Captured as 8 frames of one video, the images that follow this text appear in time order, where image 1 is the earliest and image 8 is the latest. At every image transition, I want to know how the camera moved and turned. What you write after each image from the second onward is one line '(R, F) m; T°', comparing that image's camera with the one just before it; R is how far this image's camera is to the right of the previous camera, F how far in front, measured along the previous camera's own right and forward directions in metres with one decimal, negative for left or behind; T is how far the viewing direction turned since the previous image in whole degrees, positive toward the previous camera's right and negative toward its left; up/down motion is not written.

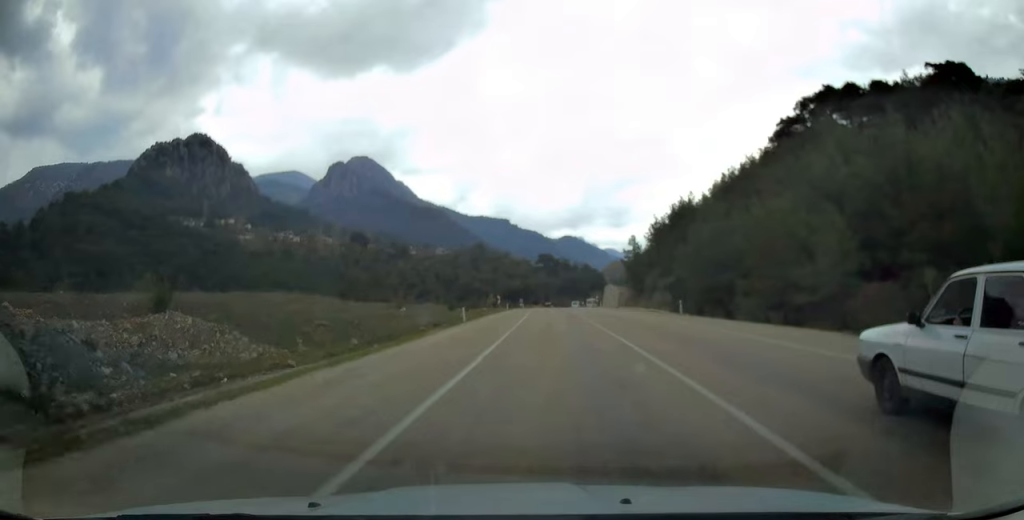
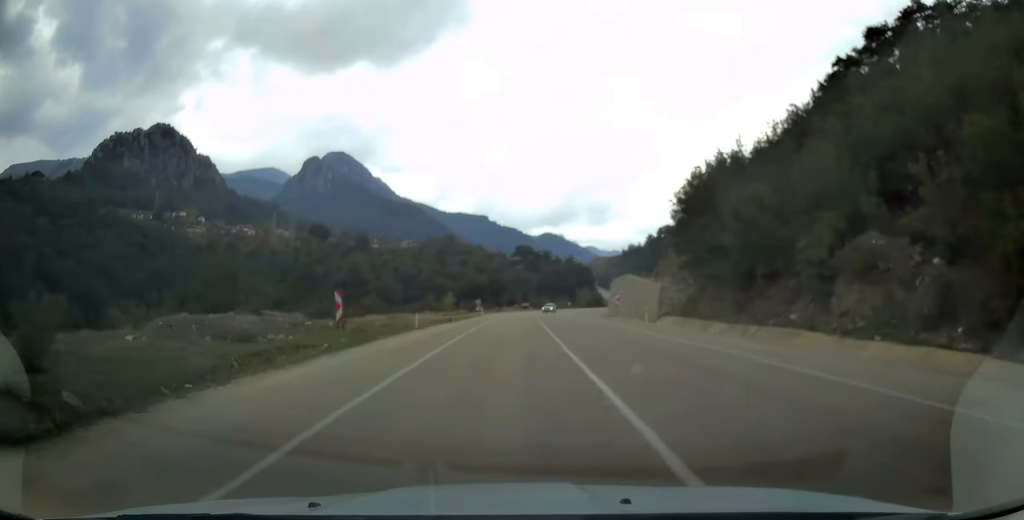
(+1.1, +49.6) m; +2°
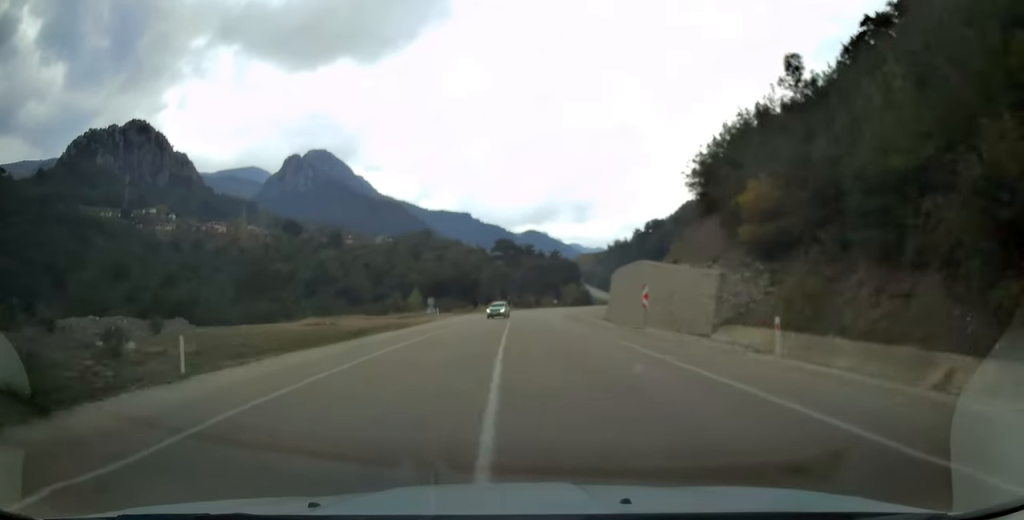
(+0.1, +21.7) m; +1°
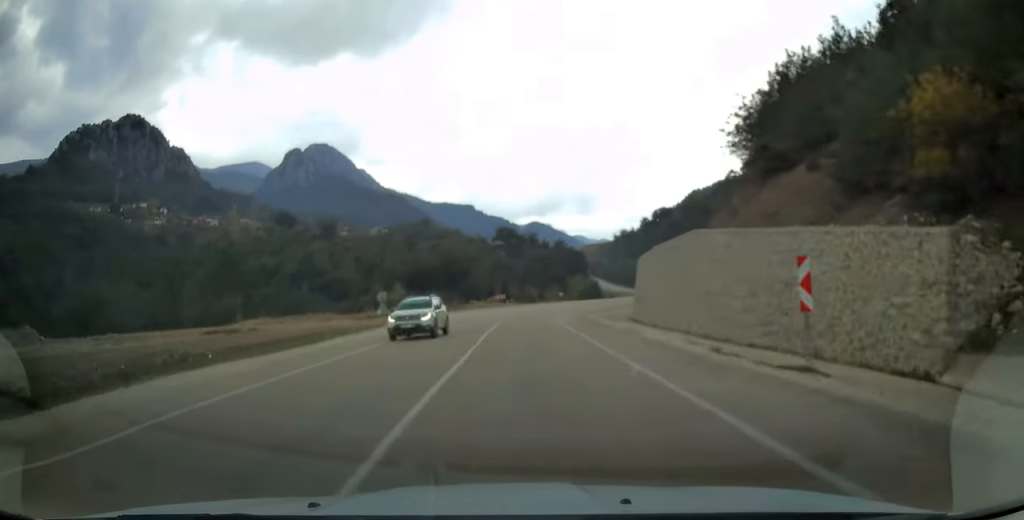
(+0.2, +17.8) m; +1°
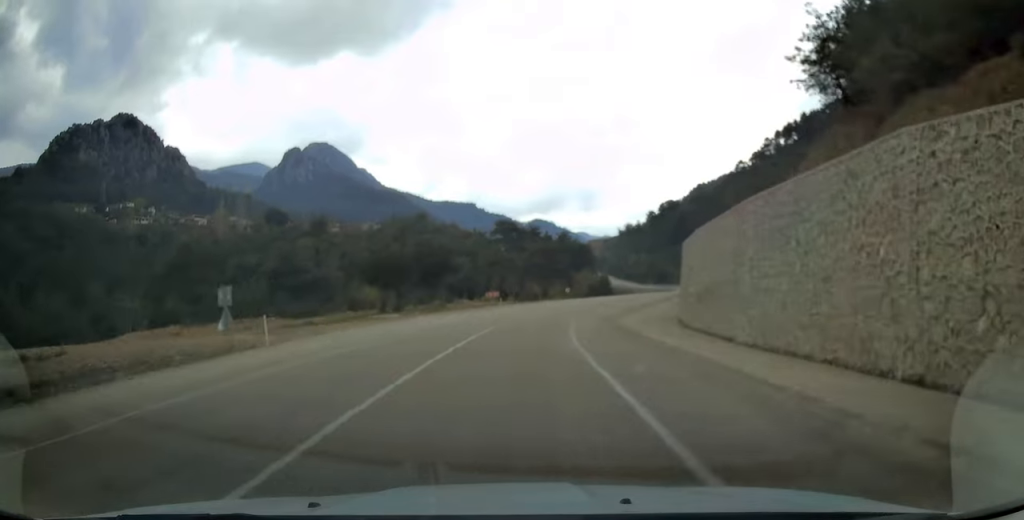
(+0.2, +19.7) m; +1°
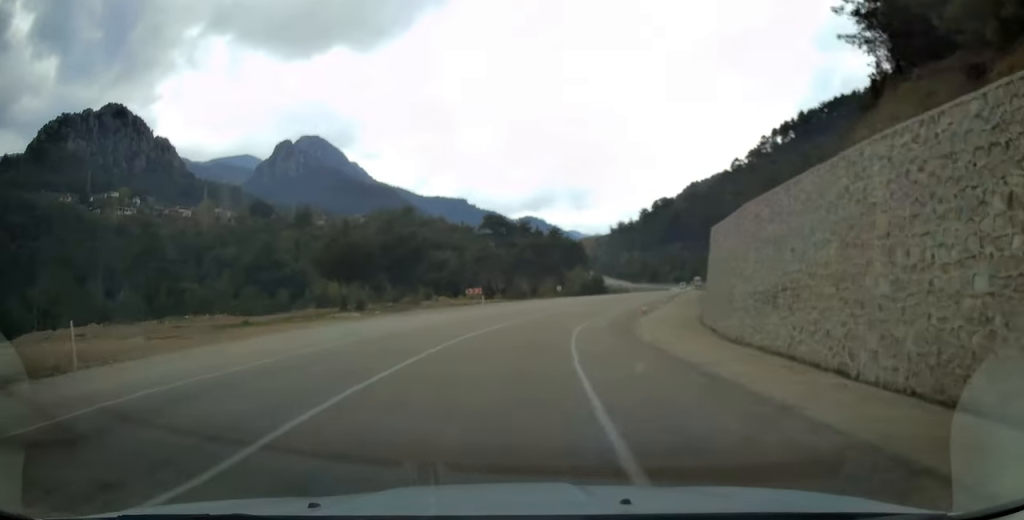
(0.0, +9.6) m; +1°
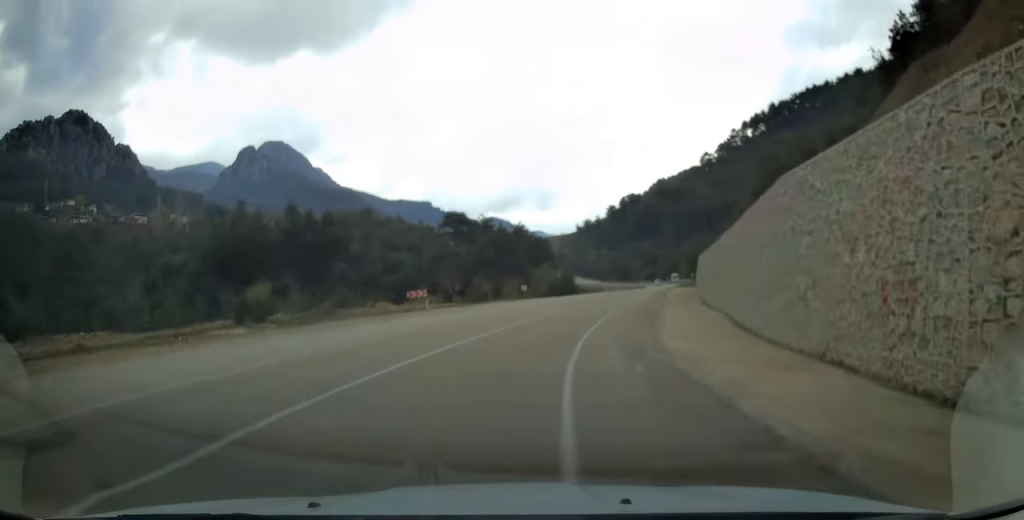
(0.0, +13.8) m; +2°
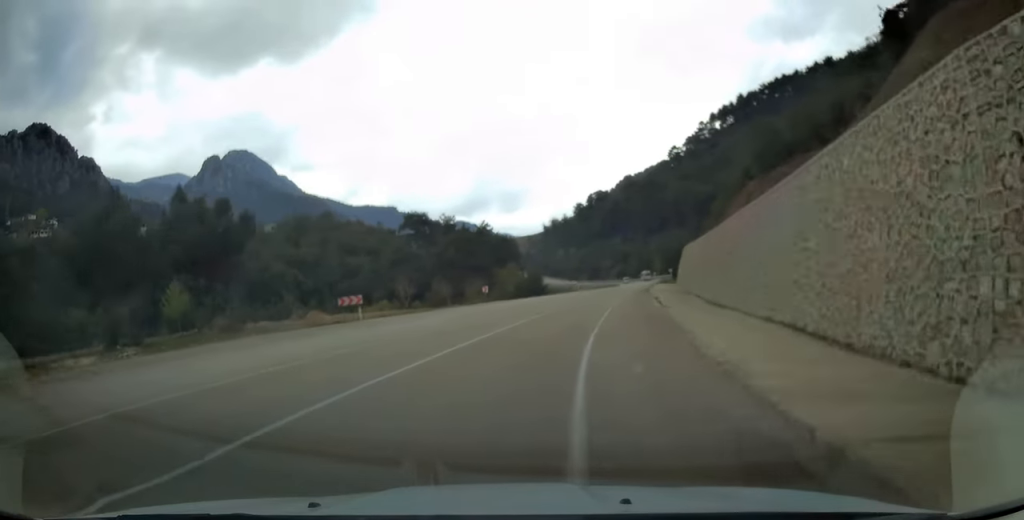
(+0.1, +11.1) m; +2°
